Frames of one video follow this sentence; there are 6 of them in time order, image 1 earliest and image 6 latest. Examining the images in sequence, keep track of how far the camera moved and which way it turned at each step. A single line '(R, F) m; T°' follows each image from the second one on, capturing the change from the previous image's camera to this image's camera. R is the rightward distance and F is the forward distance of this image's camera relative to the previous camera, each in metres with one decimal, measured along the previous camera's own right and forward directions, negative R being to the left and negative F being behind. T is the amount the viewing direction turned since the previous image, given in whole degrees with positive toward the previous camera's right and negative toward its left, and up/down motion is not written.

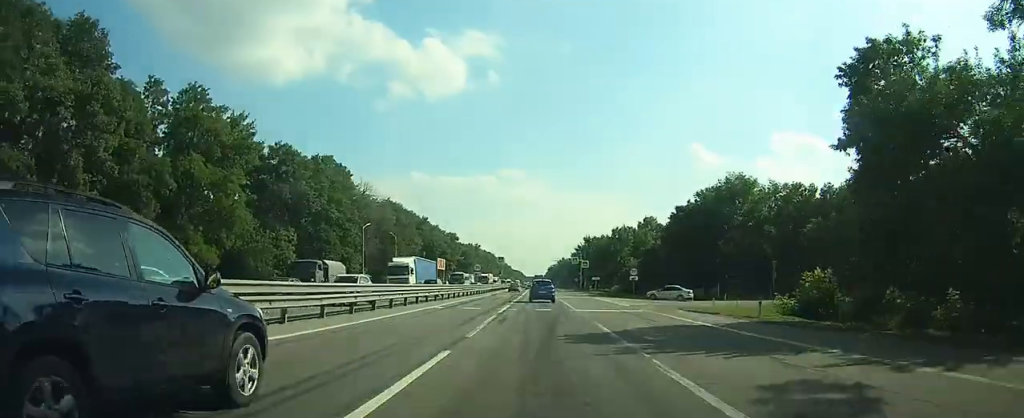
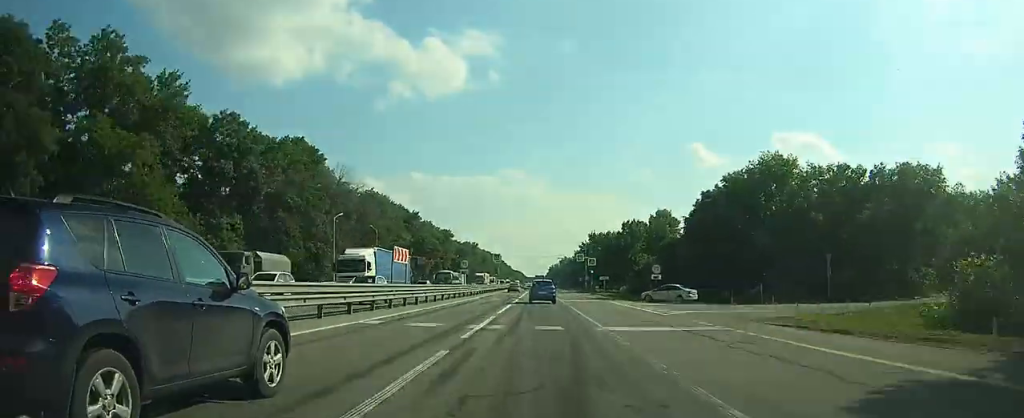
(0.0, +12.3) m; +1°
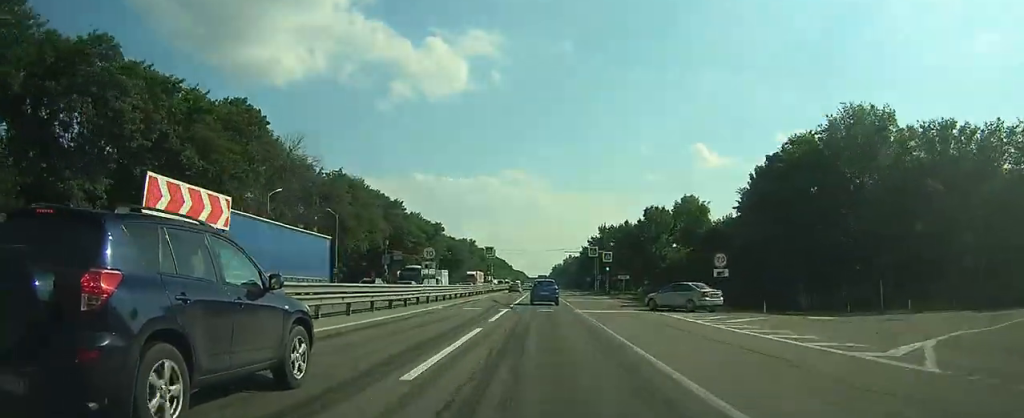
(+0.1, +18.8) m; 0°
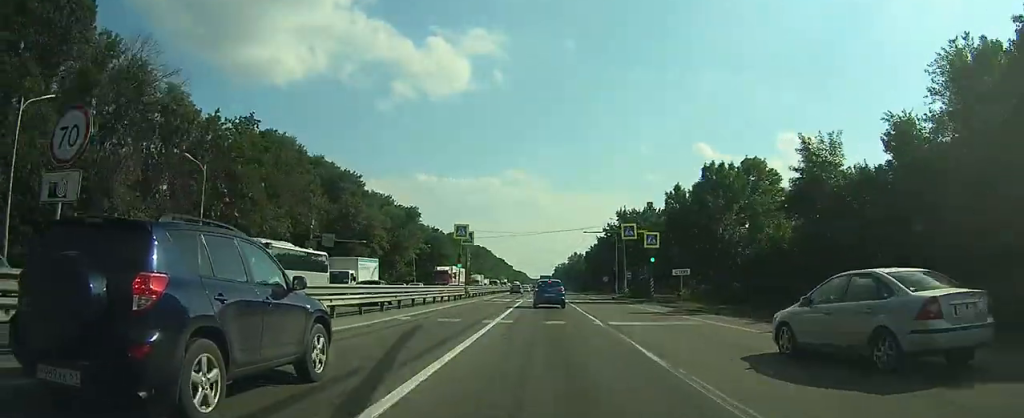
(-0.2, +29.8) m; -1°
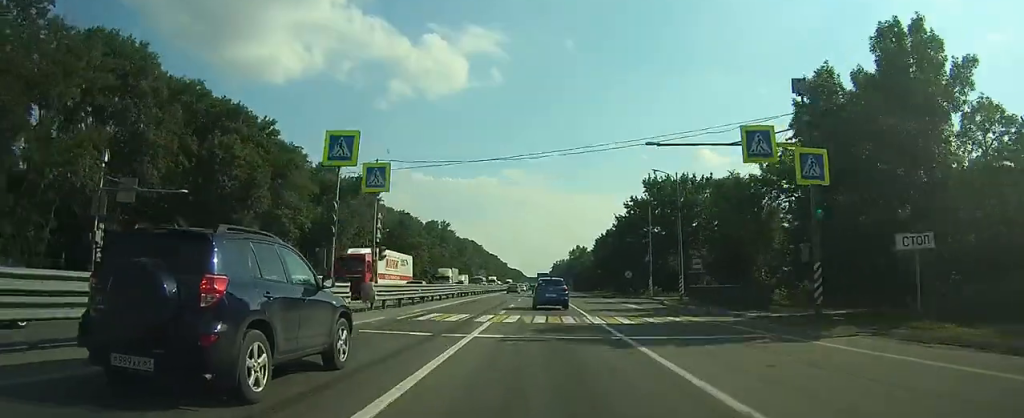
(-0.1, +30.2) m; 0°
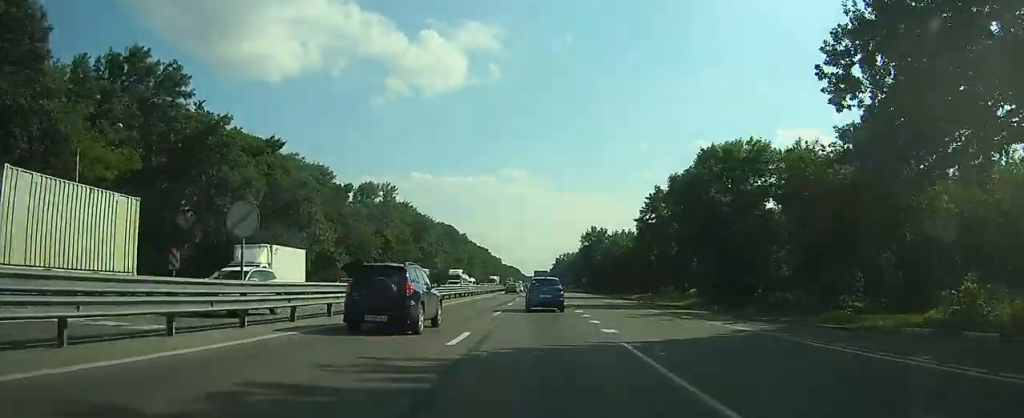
(-0.4, +63.6) m; 0°
